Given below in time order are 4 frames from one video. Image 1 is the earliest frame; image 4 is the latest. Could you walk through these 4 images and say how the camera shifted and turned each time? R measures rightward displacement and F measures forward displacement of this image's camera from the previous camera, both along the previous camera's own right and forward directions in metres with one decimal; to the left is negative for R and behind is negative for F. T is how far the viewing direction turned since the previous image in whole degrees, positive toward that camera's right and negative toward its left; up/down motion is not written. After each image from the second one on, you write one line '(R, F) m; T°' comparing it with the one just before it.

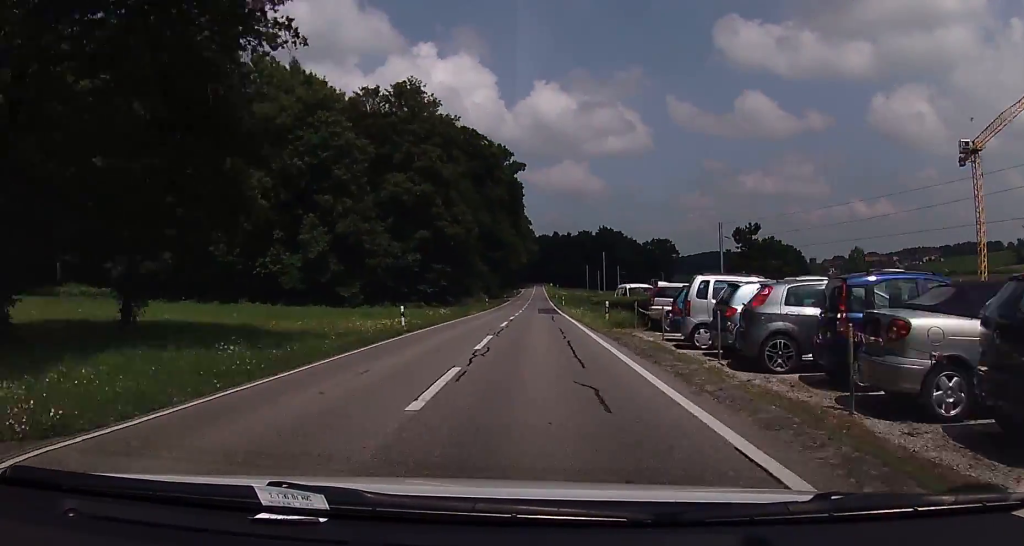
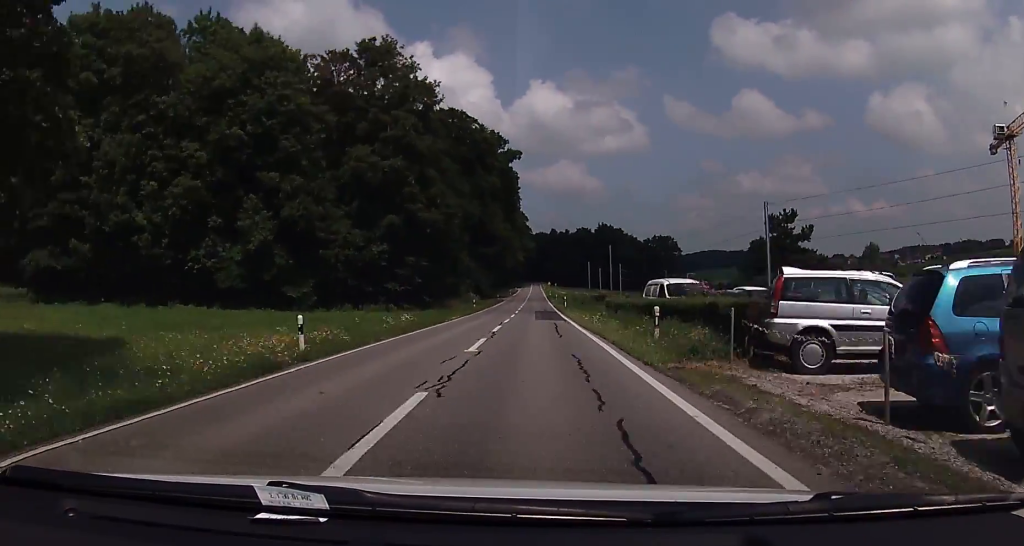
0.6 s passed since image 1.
(+0.2, +12.0) m; +1°
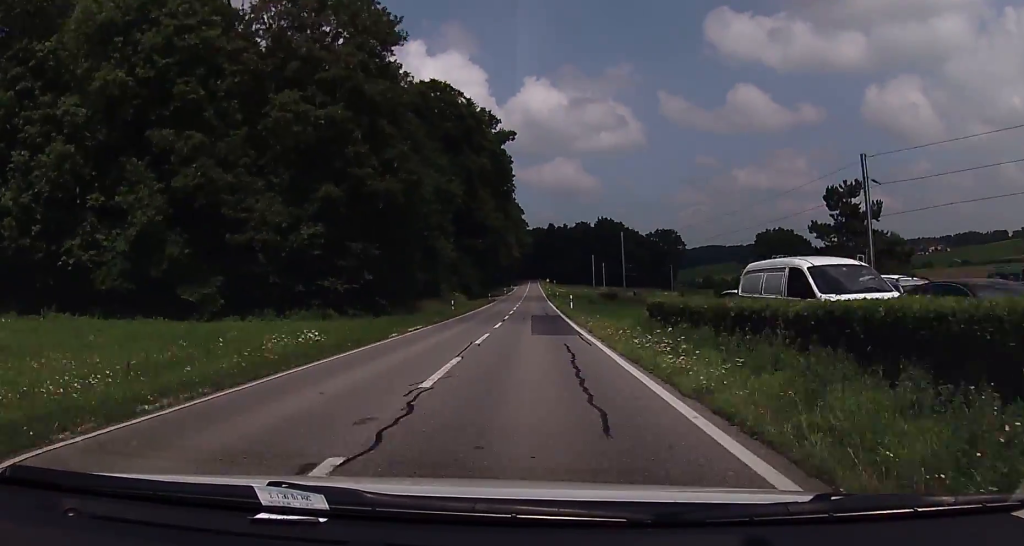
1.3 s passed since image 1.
(+0.1, +14.3) m; 0°
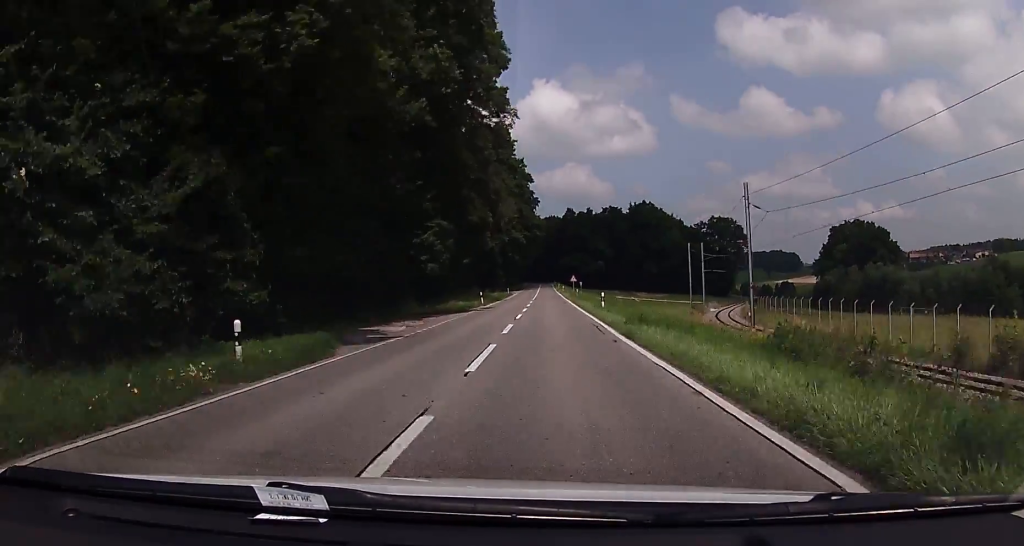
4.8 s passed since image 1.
(-0.9, +76.7) m; -1°
